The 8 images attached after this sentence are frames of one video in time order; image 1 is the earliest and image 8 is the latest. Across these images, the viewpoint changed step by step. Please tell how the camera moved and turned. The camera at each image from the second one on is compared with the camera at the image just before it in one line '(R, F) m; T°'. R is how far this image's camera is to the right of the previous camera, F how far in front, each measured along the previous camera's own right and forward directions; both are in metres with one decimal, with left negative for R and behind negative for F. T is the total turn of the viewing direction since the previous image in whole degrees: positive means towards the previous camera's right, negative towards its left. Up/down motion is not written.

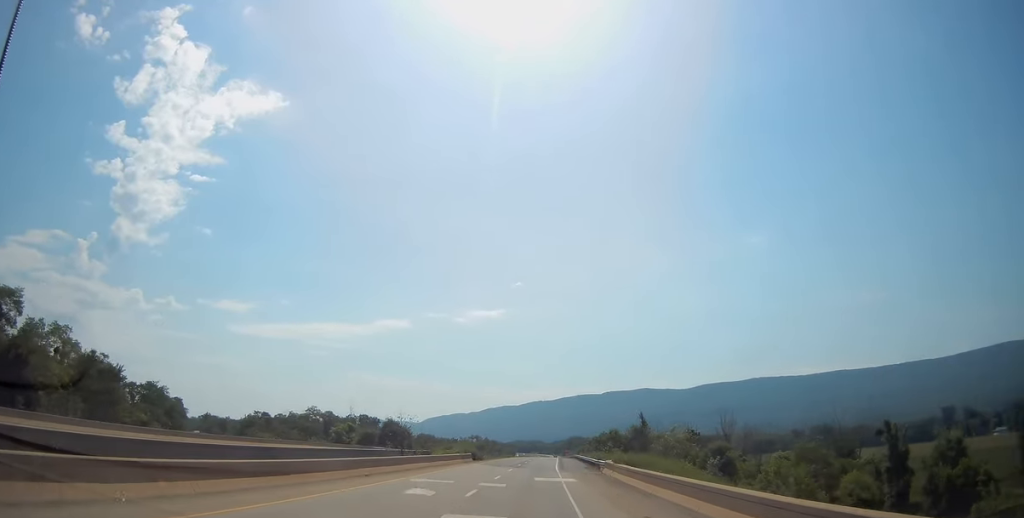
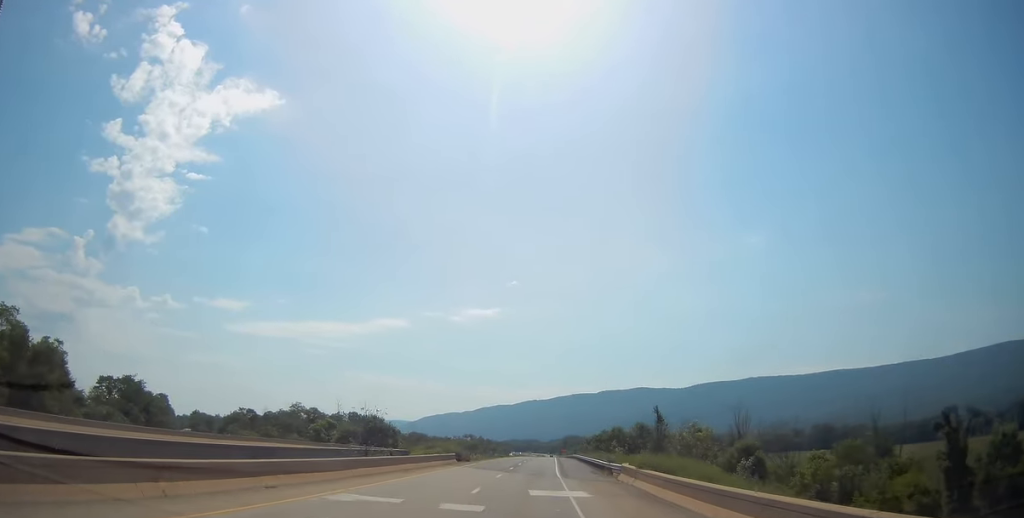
(0.0, +10.2) m; 0°
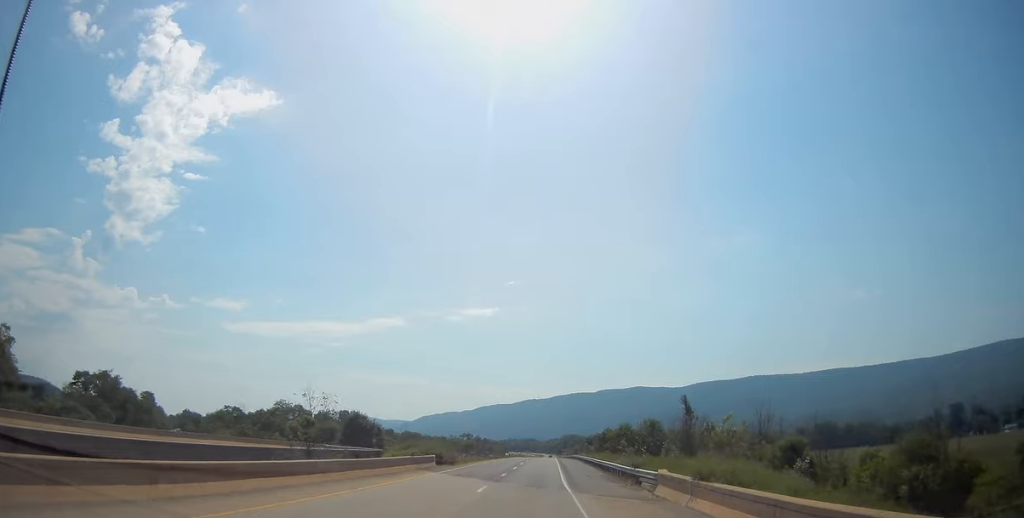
(0.0, +11.1) m; 0°
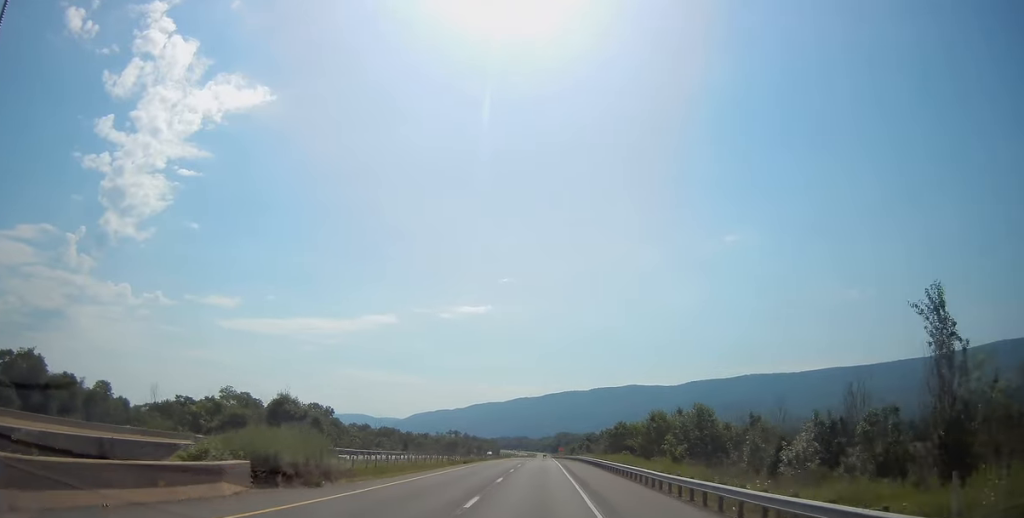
(+0.2, +30.7) m; +1°
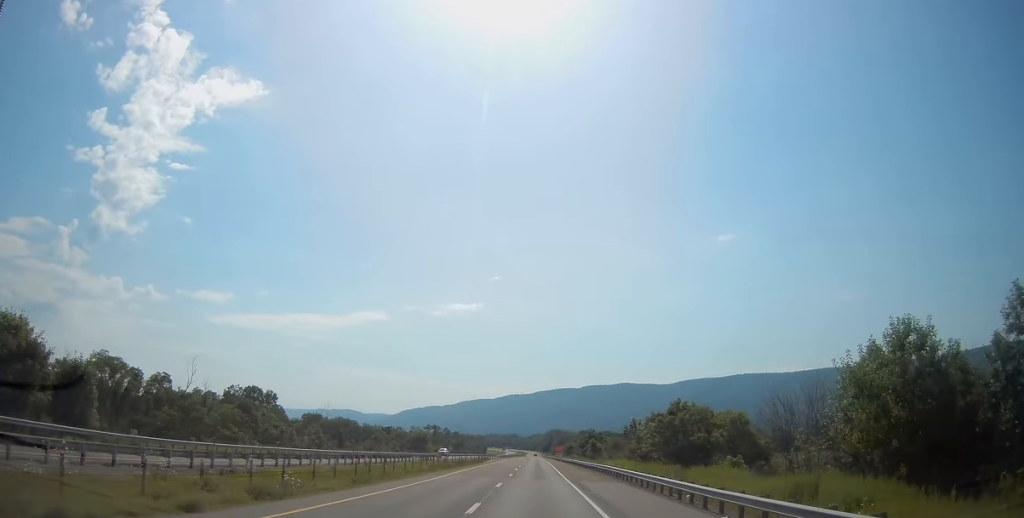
(+0.4, +48.8) m; +1°
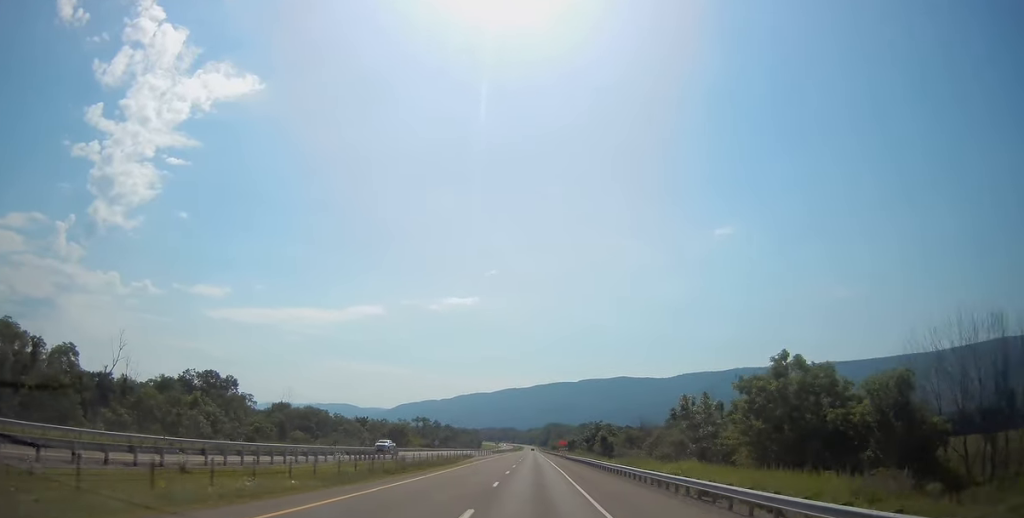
(0.0, +26.7) m; 0°
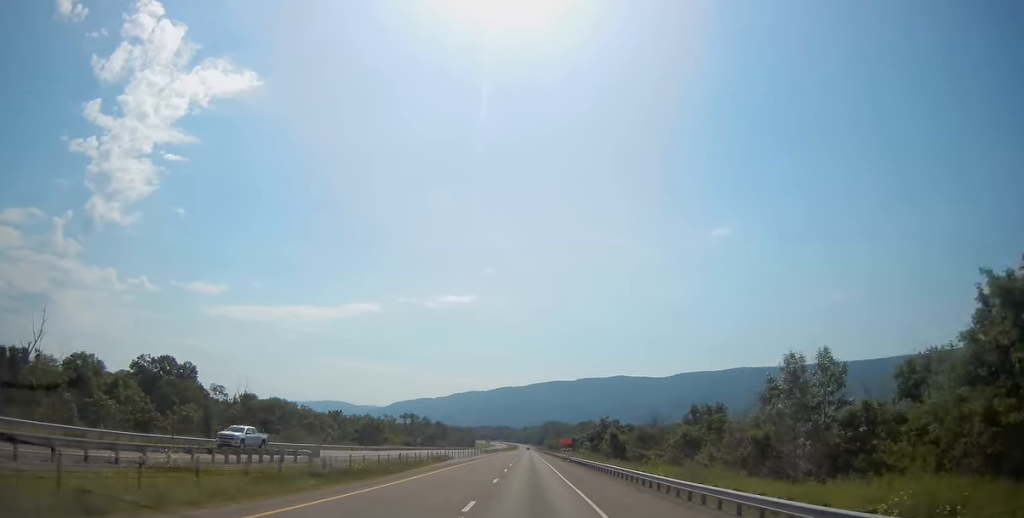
(0.0, +21.7) m; 0°
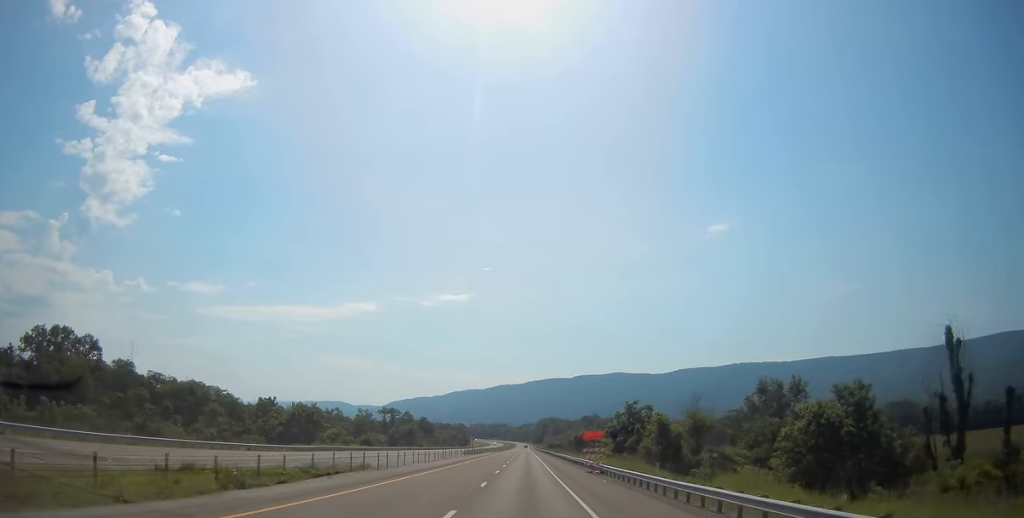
(+0.2, +40.9) m; +1°
